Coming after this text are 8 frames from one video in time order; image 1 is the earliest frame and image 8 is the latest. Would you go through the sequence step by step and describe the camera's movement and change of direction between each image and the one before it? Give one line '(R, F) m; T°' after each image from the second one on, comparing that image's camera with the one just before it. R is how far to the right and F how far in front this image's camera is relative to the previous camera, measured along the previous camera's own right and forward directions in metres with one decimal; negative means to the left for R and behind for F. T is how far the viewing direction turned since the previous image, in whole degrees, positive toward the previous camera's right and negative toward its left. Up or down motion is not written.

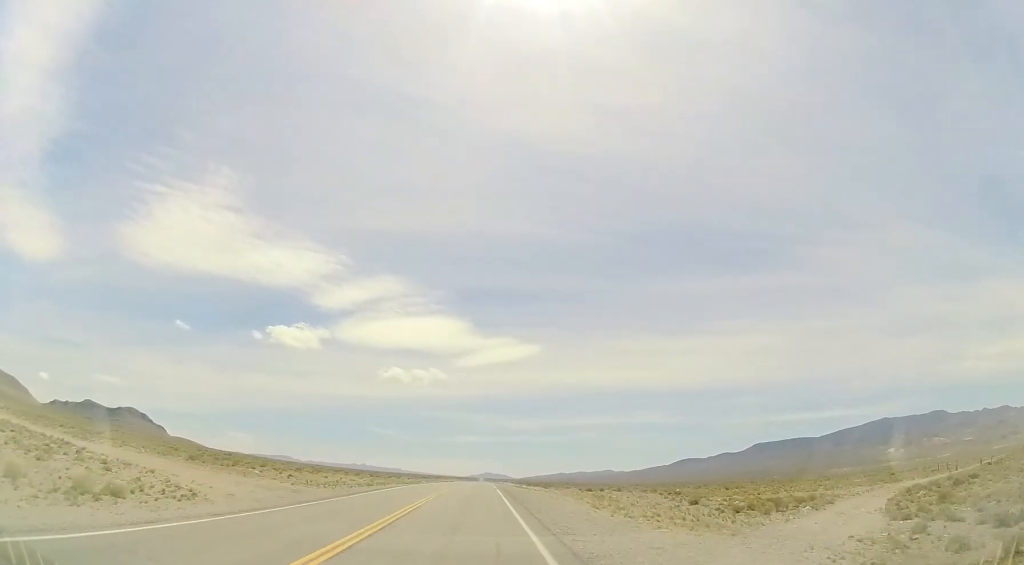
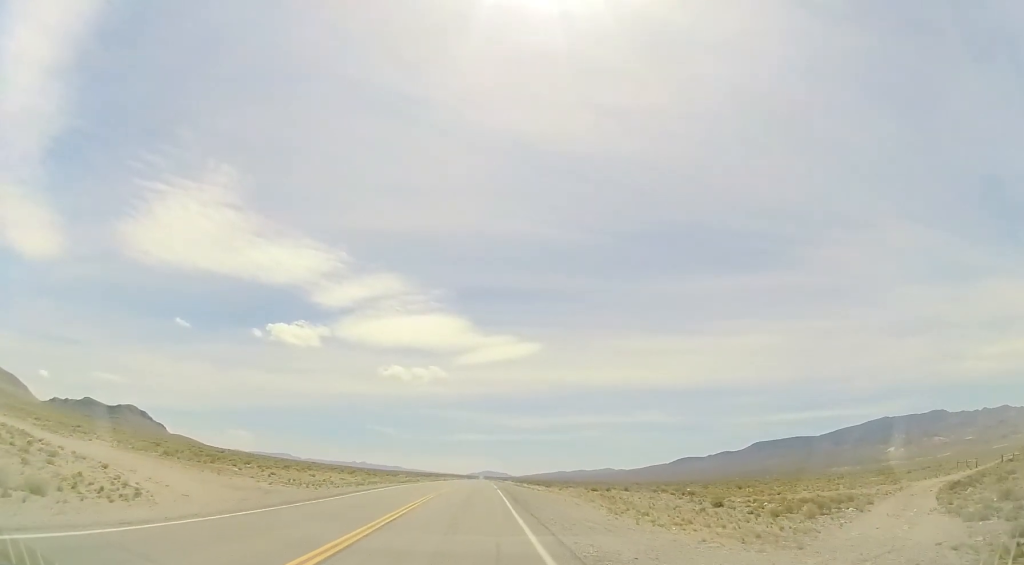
(-0.1, +4.4) m; +1°
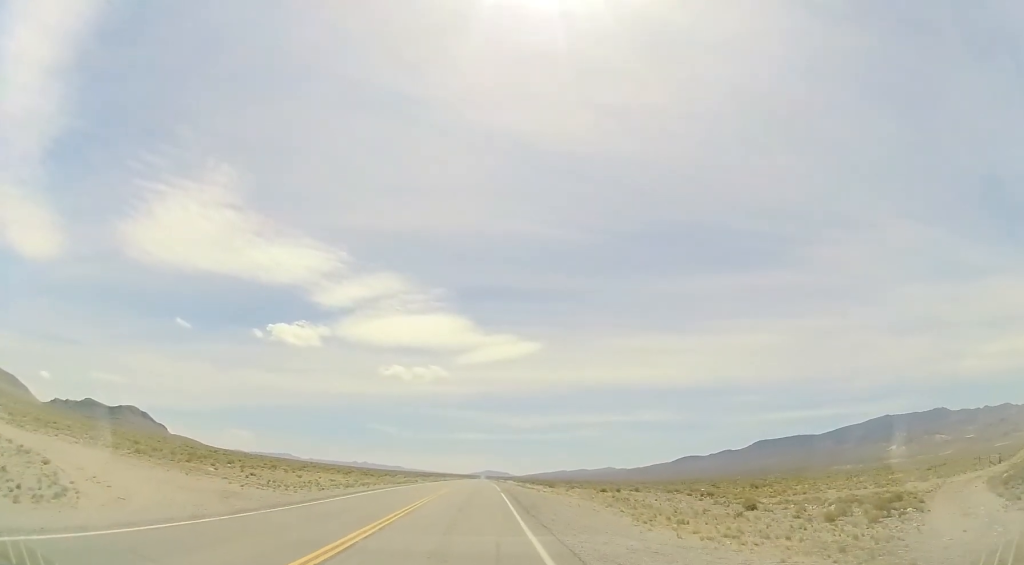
(+0.1, +4.4) m; -1°
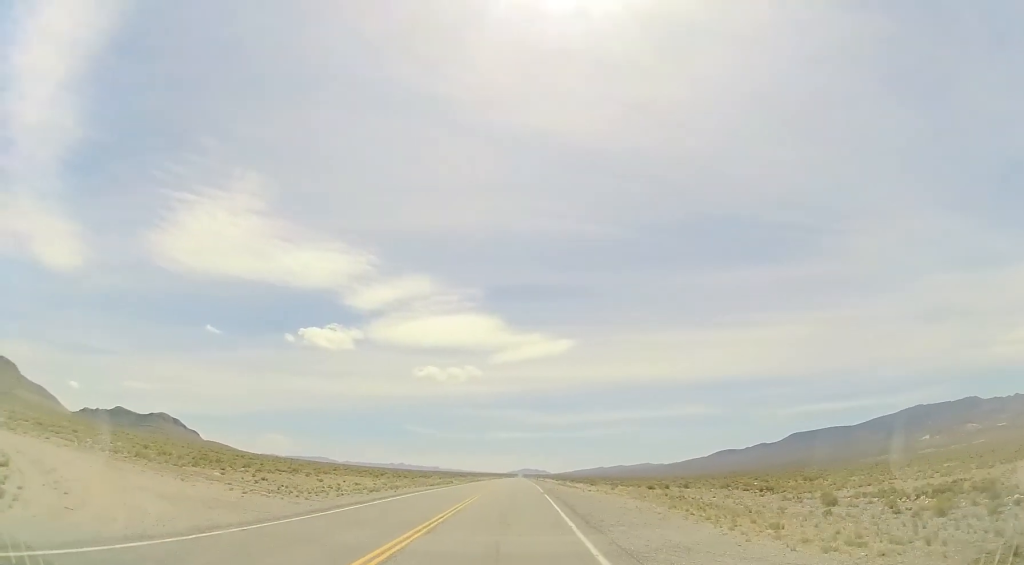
(+0.3, +4.4) m; -1°
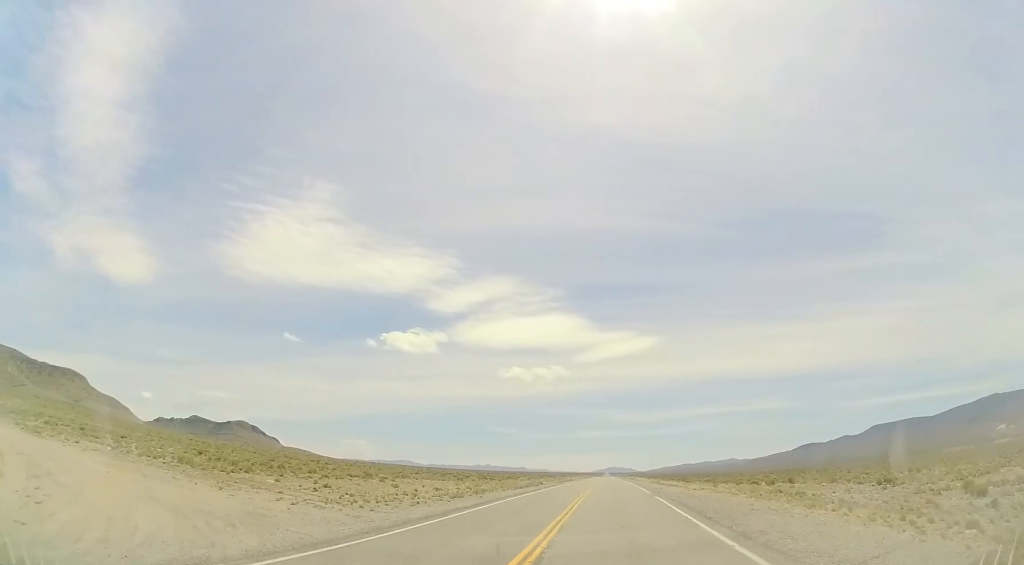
(-0.4, +4.4) m; -11°
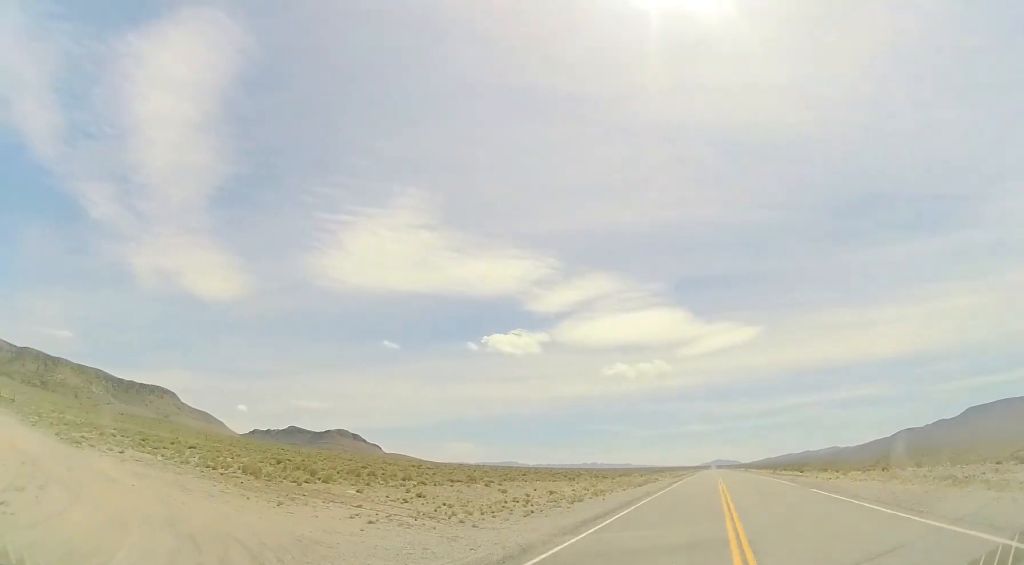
(-0.5, +4.5) m; -15°
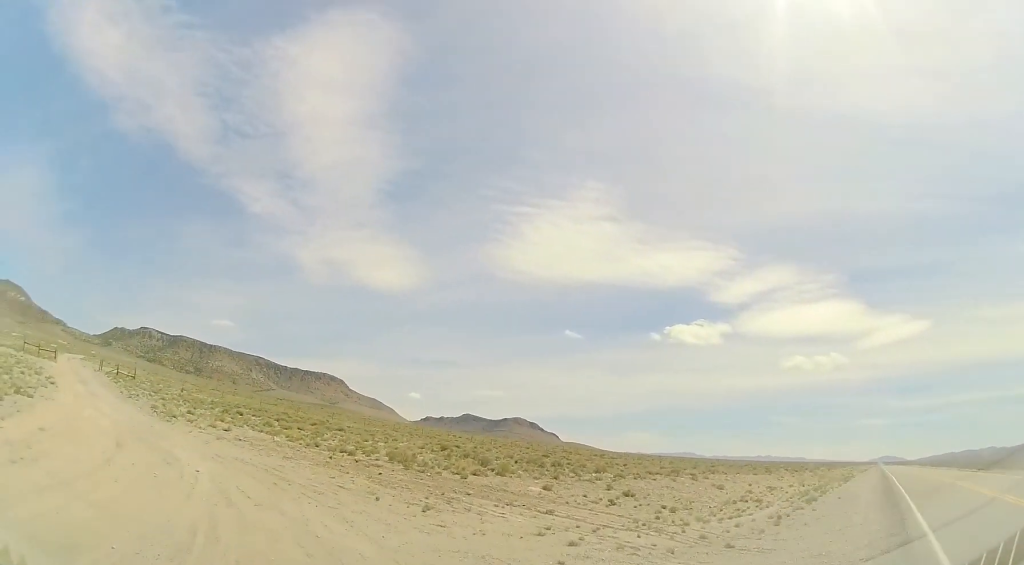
(-1.5, +6.4) m; -20°
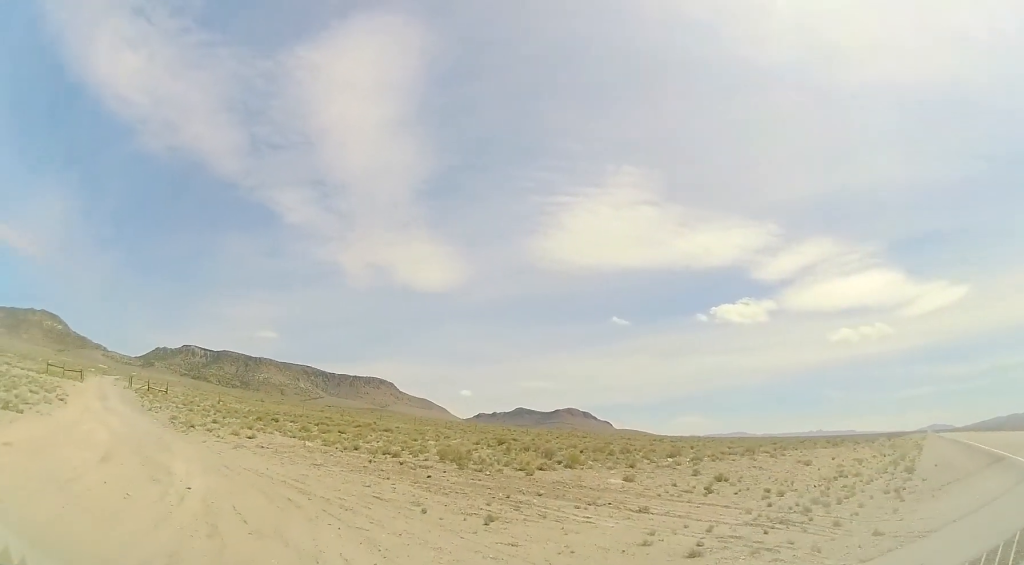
(-0.2, +3.5) m; -7°
